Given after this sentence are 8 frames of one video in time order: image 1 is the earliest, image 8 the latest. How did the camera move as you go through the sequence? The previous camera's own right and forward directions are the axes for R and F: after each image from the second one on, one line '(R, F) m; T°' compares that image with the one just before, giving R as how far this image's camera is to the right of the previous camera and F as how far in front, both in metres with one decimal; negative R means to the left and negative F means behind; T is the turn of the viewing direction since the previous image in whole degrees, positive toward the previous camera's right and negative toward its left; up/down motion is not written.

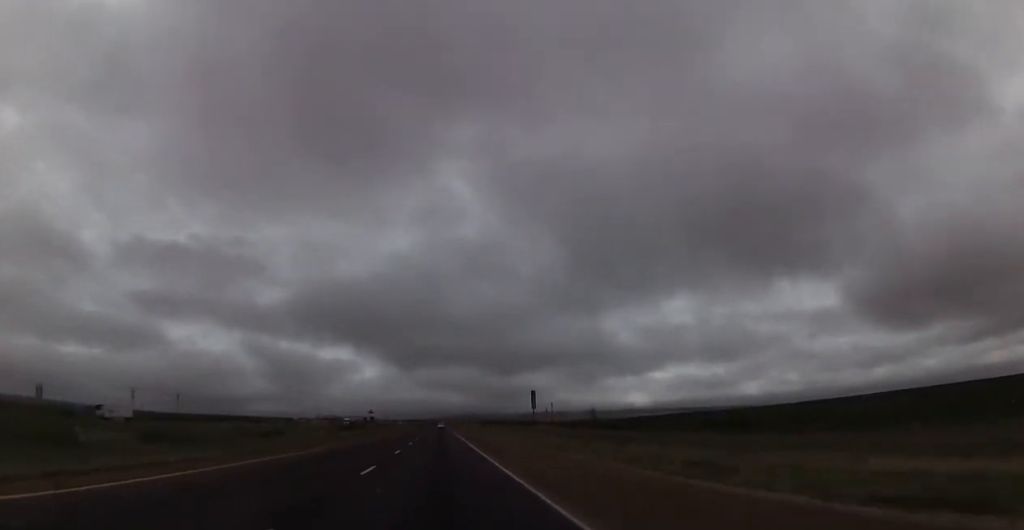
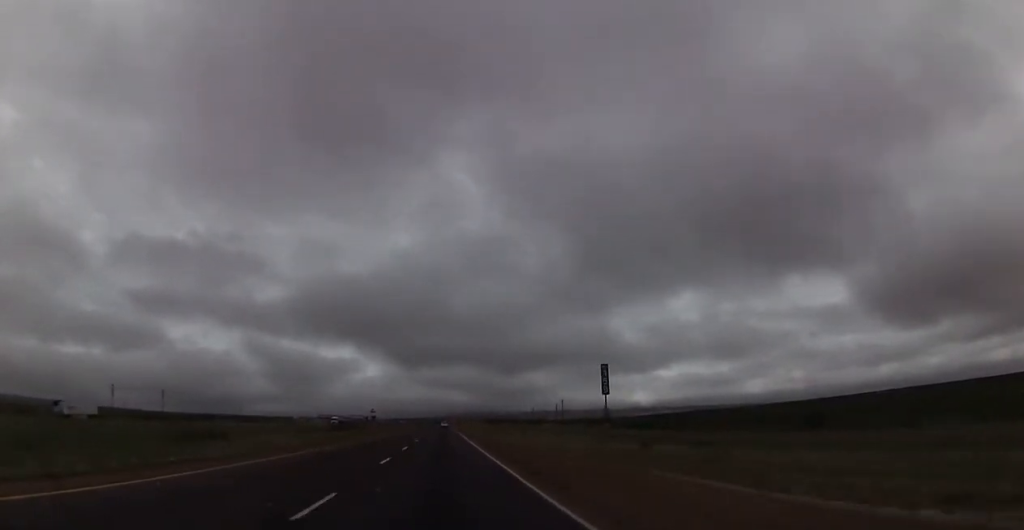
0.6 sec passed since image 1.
(0.0, +20.1) m; 0°
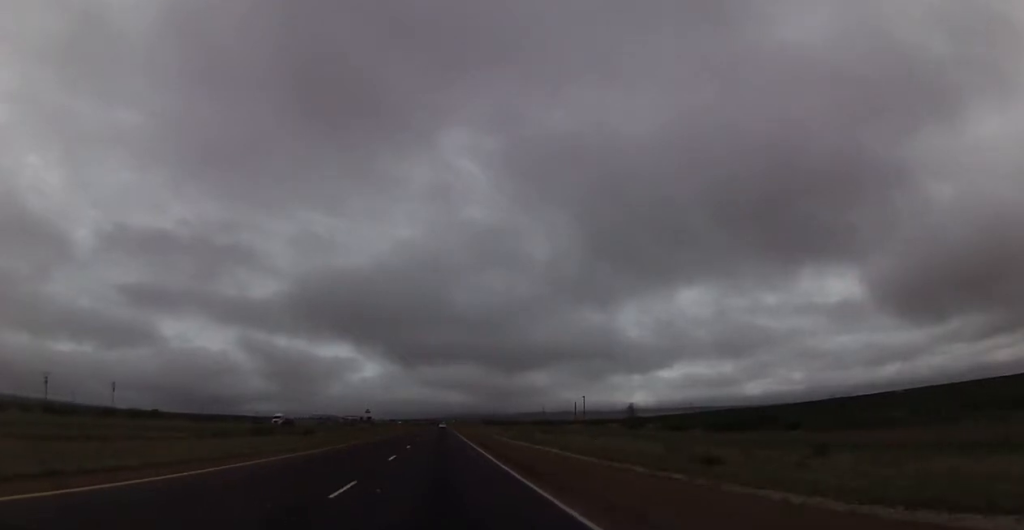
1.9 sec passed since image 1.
(0.0, +46.0) m; 0°
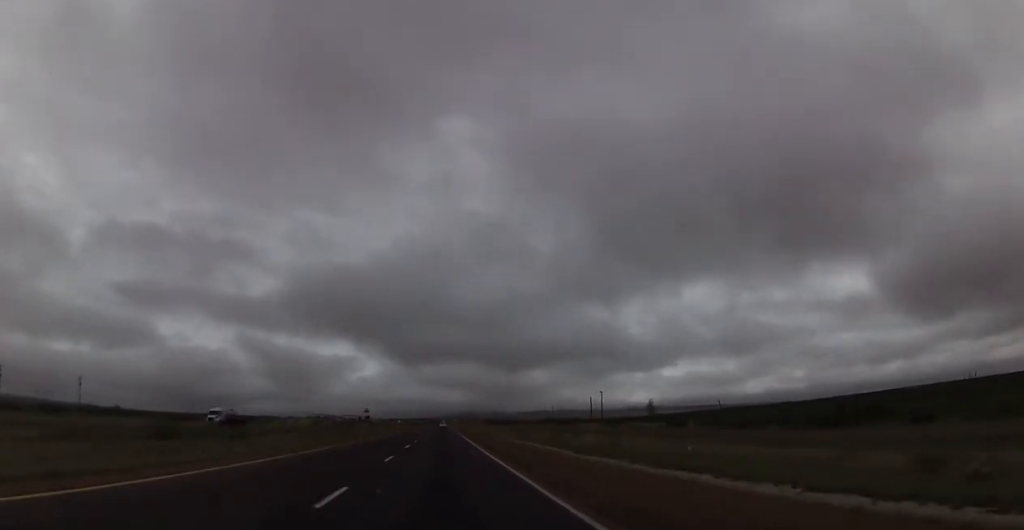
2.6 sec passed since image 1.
(0.0, +26.0) m; 0°
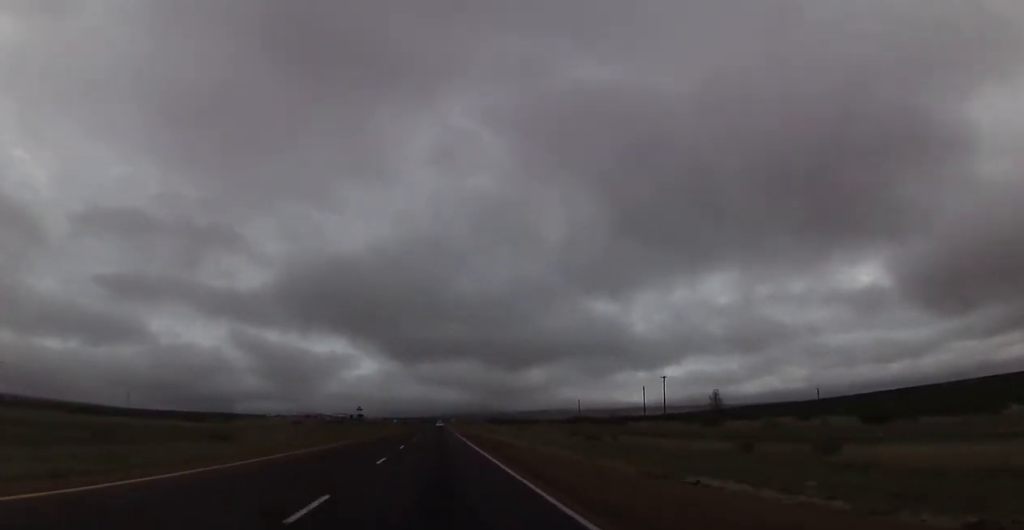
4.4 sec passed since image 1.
(0.0, +62.5) m; 0°
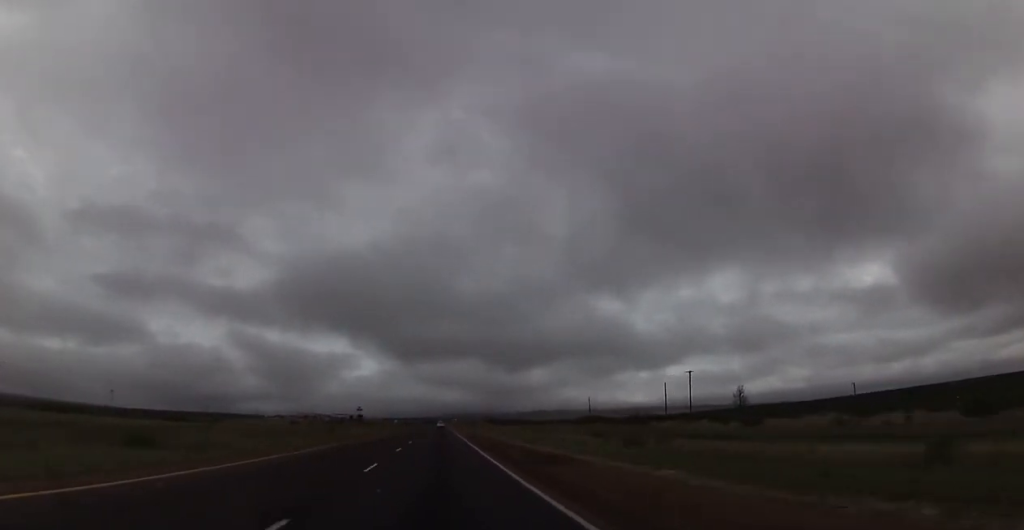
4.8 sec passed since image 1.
(0.0, +15.3) m; 0°
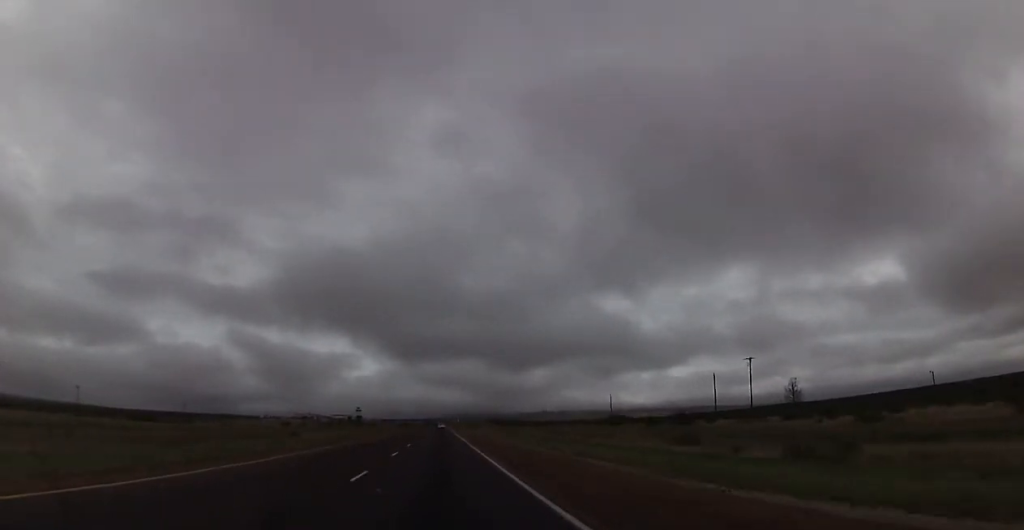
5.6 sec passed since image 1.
(-0.1, +27.0) m; 0°
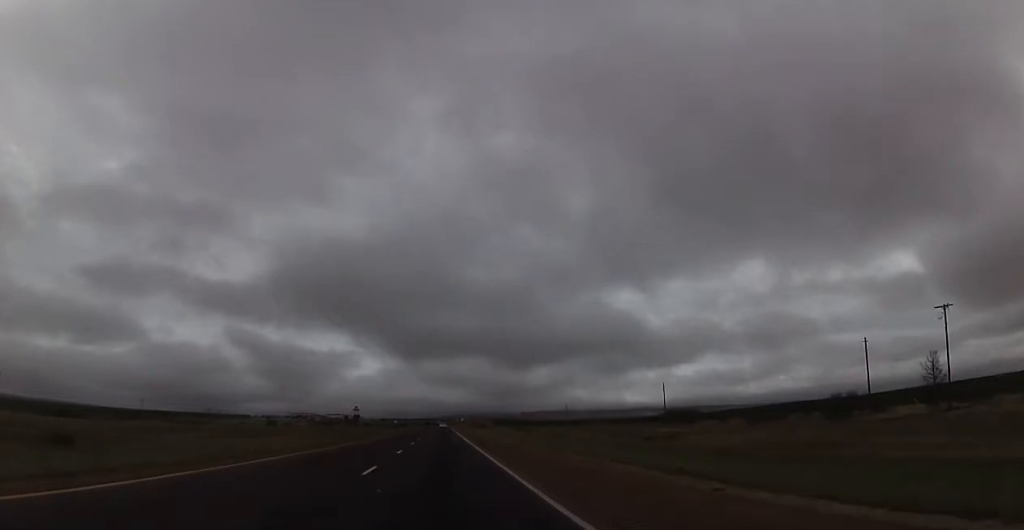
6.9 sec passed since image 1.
(+0.1, +47.1) m; 0°
